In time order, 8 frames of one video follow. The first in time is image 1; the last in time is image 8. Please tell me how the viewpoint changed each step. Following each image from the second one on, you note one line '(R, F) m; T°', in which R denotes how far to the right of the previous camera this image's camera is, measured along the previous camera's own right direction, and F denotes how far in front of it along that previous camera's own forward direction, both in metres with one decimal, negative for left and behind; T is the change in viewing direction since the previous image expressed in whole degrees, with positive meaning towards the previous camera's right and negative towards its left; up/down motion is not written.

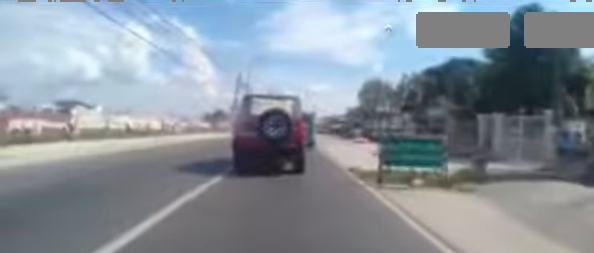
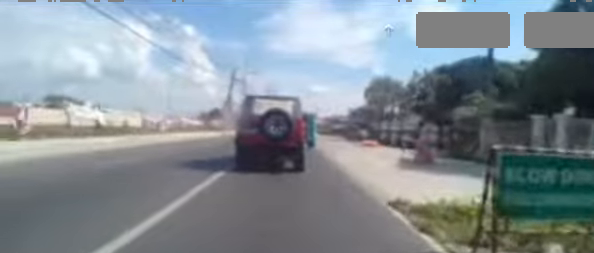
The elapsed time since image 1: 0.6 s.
(-0.3, +4.0) m; -3°
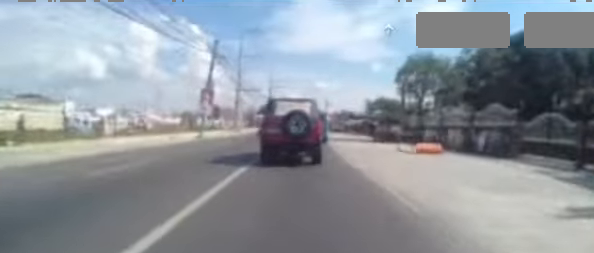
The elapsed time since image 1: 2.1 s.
(-0.5, +10.6) m; +7°
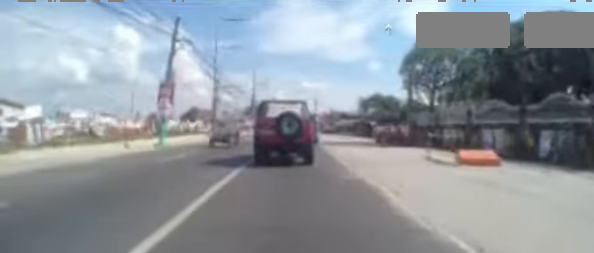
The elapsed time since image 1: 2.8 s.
(+0.8, +4.7) m; +3°
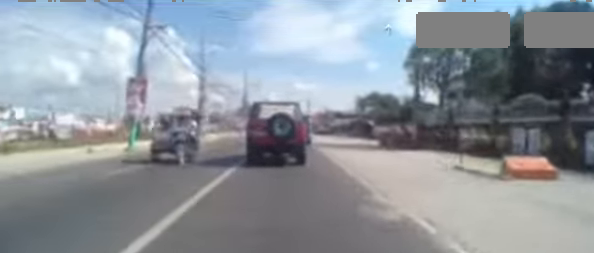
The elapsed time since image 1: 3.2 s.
(+0.2, +2.8) m; +1°
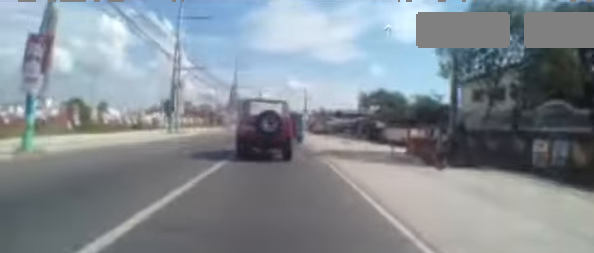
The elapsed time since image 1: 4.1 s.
(-0.5, +6.0) m; -1°
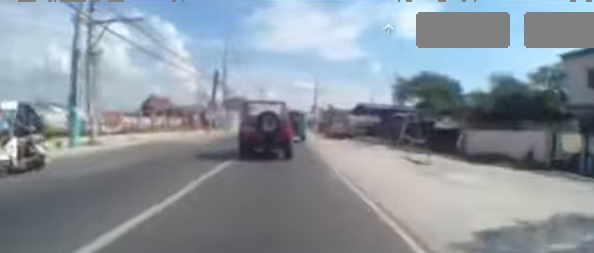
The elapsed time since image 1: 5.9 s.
(-0.1, +13.1) m; -4°
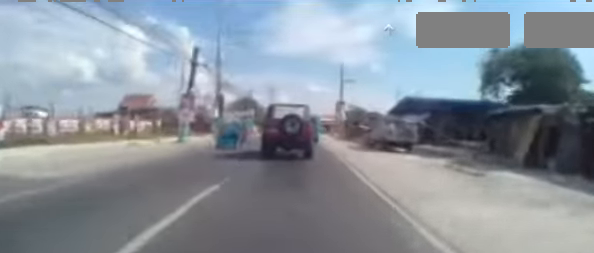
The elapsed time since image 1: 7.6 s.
(+0.3, +12.3) m; +5°
